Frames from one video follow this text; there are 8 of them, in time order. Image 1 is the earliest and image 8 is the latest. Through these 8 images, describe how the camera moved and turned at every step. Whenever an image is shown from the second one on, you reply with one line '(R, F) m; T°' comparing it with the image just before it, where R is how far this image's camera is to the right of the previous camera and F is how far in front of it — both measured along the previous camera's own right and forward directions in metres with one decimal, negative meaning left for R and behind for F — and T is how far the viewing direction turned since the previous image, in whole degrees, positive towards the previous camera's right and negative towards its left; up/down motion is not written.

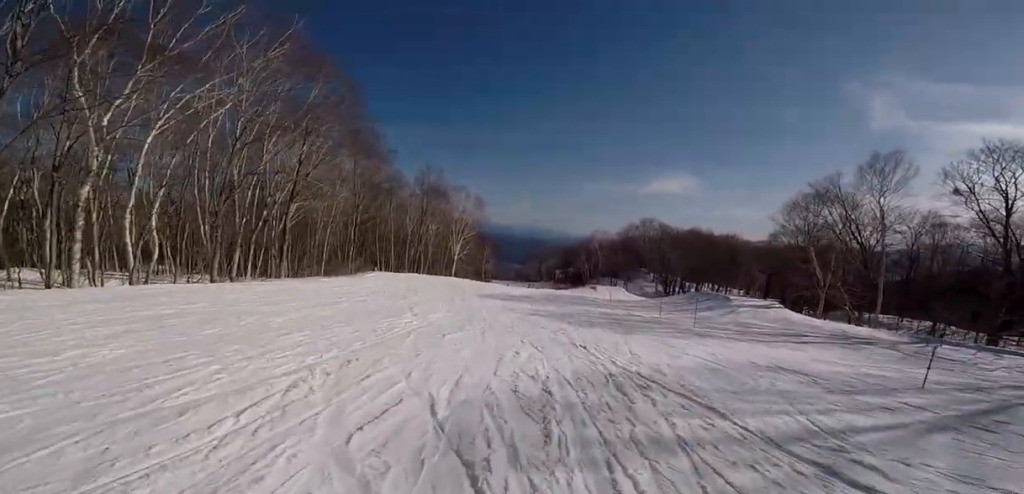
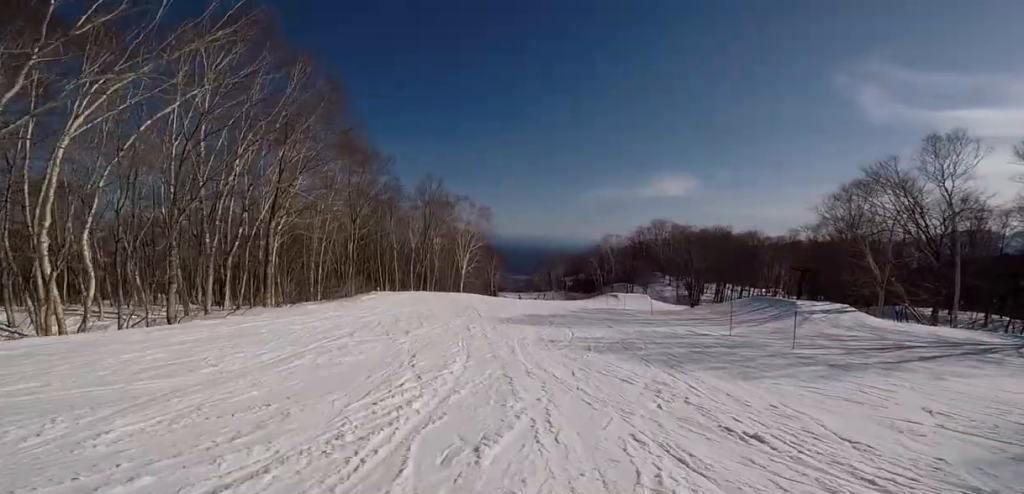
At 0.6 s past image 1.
(-0.6, +4.6) m; 0°
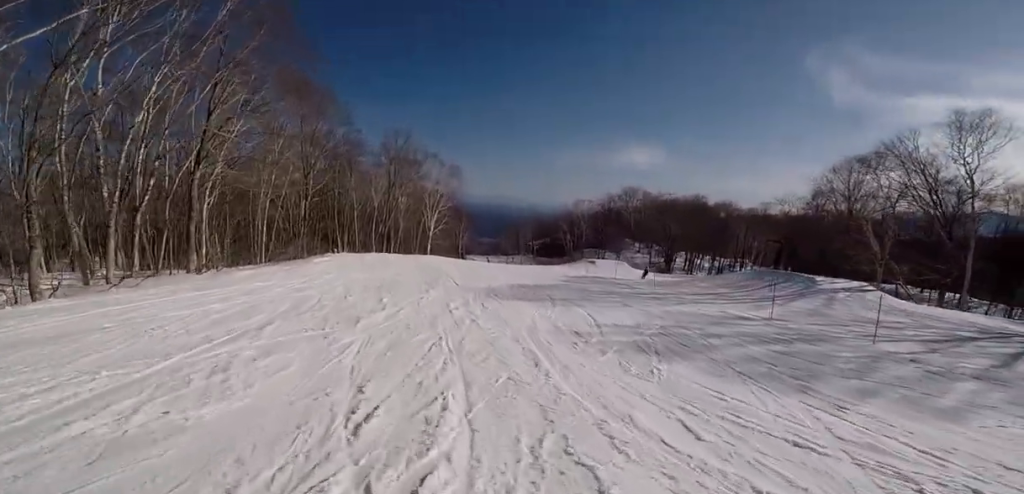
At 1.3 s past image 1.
(-0.1, +4.2) m; +2°
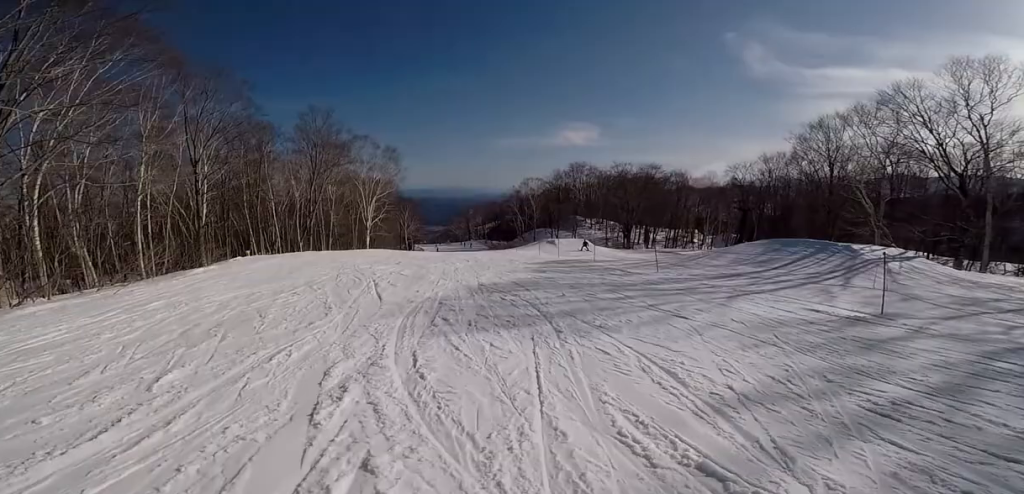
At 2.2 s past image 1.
(+0.7, +6.3) m; +6°
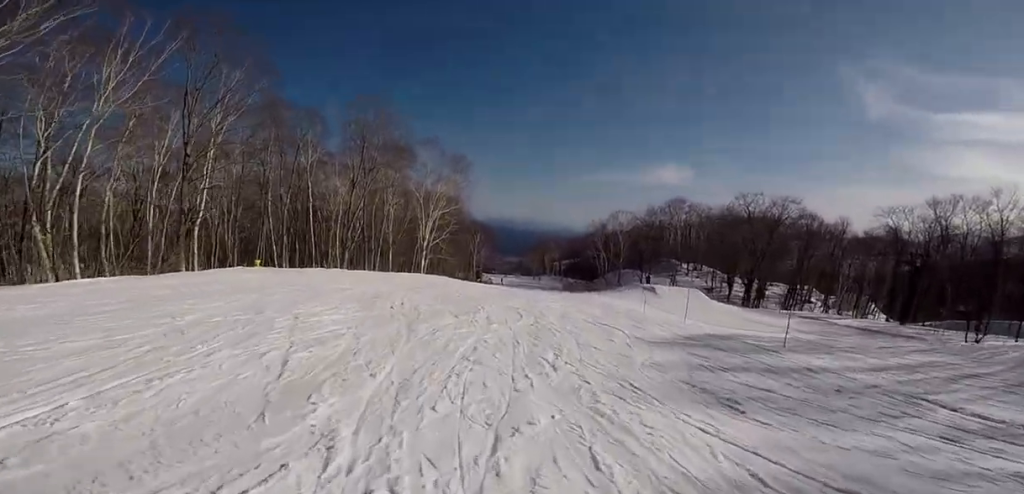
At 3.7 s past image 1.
(-0.6, +11.3) m; -6°
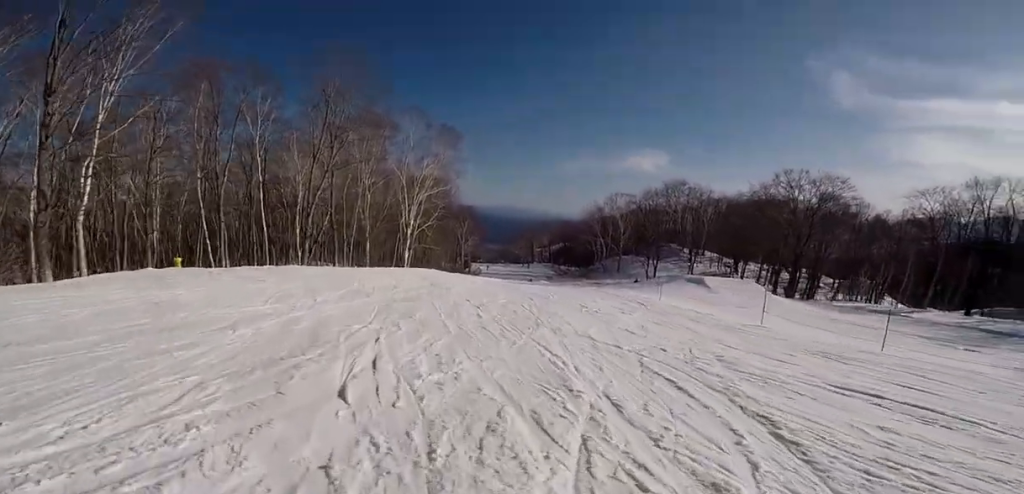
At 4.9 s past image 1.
(-0.1, +8.6) m; +6°
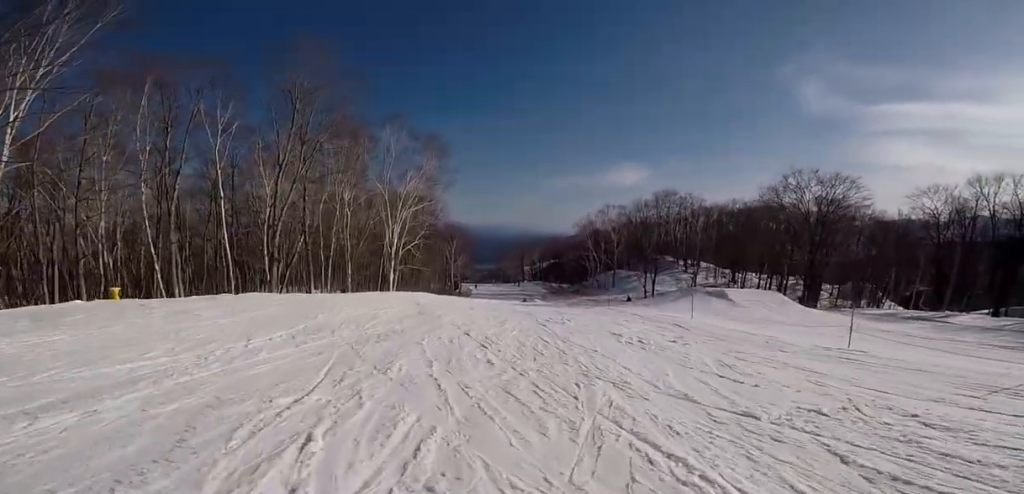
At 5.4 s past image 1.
(+0.3, +3.7) m; +3°
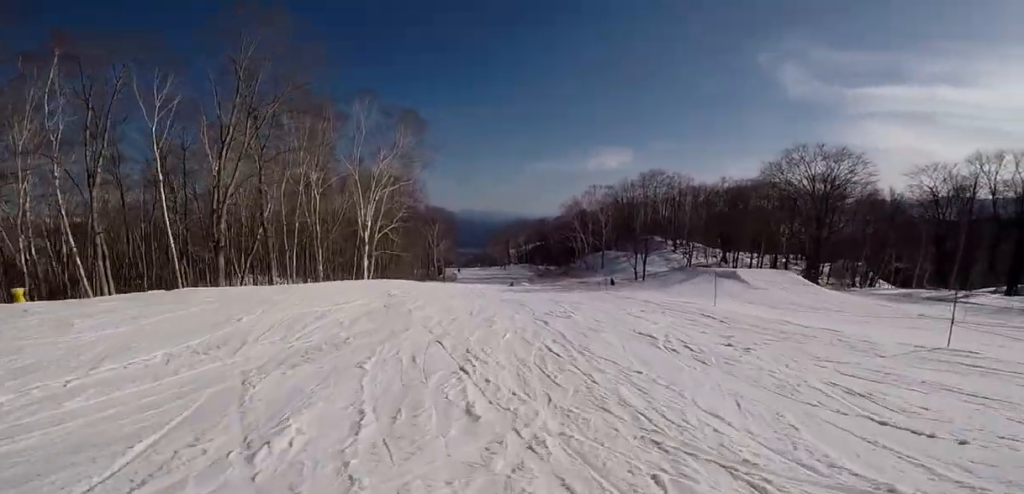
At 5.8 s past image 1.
(+0.3, +3.4) m; +2°
